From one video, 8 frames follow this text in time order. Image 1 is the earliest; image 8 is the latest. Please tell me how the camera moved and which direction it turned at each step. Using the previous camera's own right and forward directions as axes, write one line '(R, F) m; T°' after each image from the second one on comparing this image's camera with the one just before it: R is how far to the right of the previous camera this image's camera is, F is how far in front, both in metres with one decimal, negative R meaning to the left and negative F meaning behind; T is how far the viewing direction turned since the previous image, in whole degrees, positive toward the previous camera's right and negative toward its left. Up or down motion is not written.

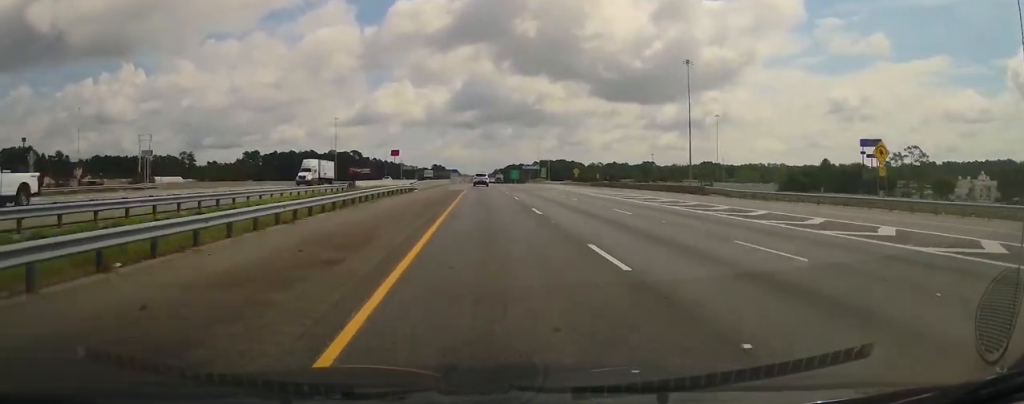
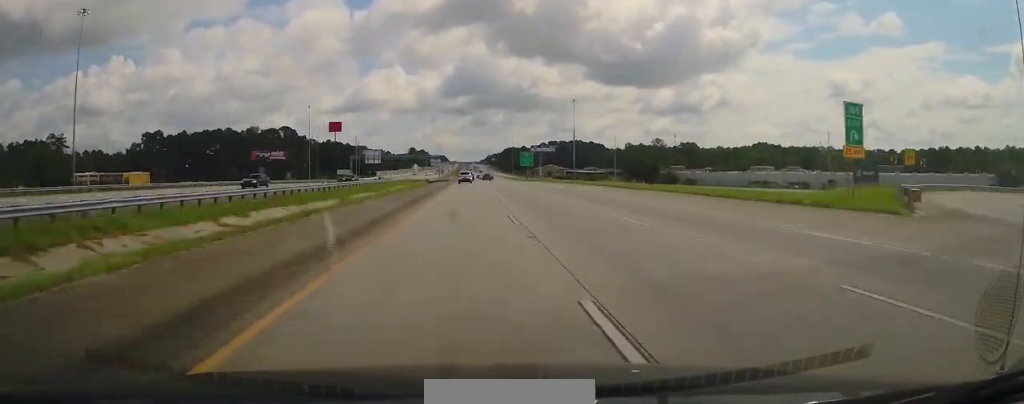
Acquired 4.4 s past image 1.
(-0.7, +158.1) m; 0°
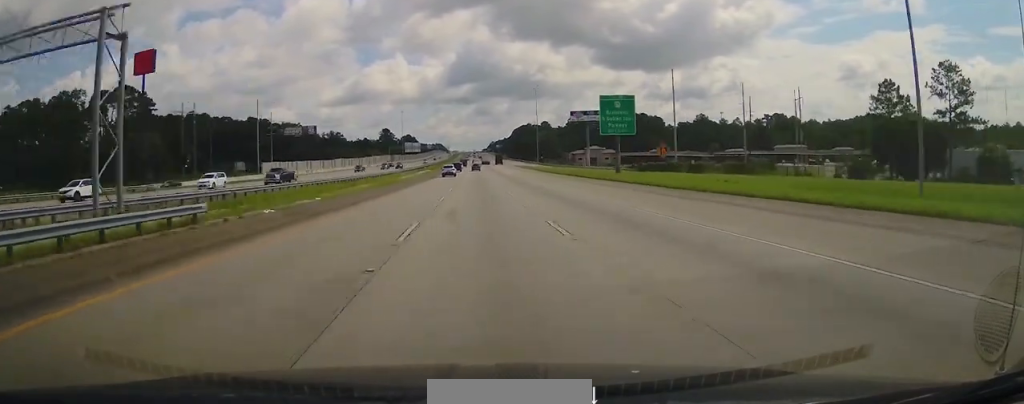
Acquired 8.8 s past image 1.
(+0.5, +158.7) m; 0°
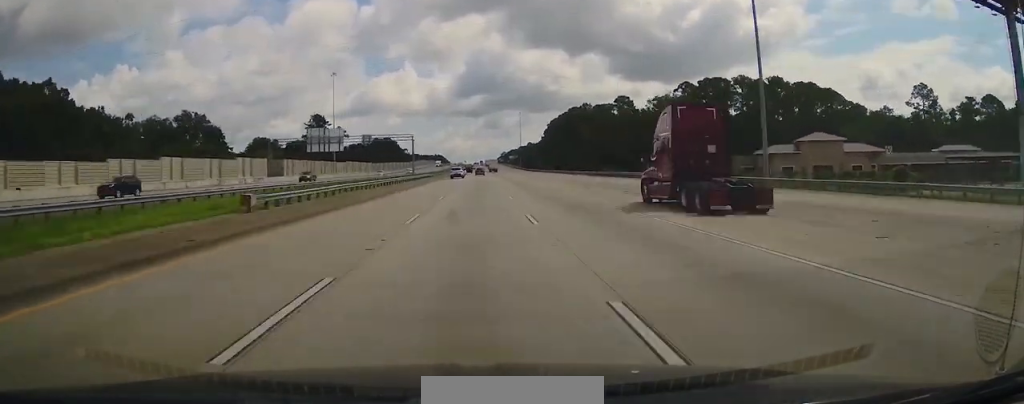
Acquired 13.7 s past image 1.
(0.0, +175.2) m; 0°
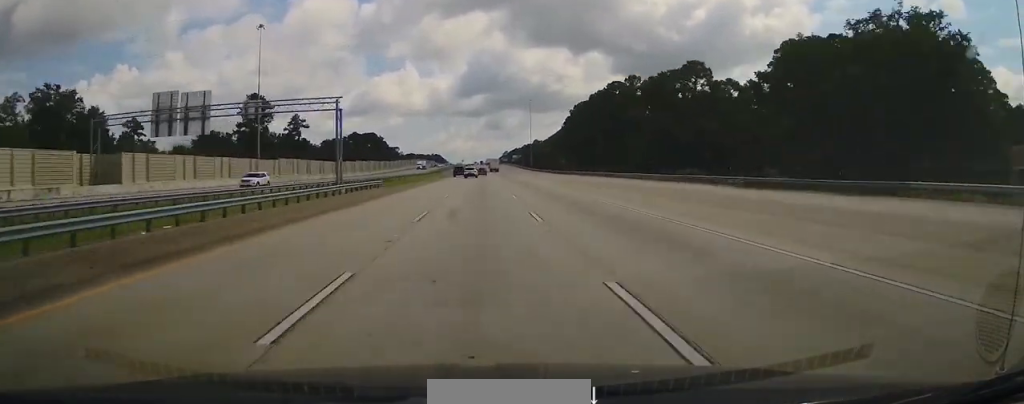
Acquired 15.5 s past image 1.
(+0.1, +60.8) m; 0°
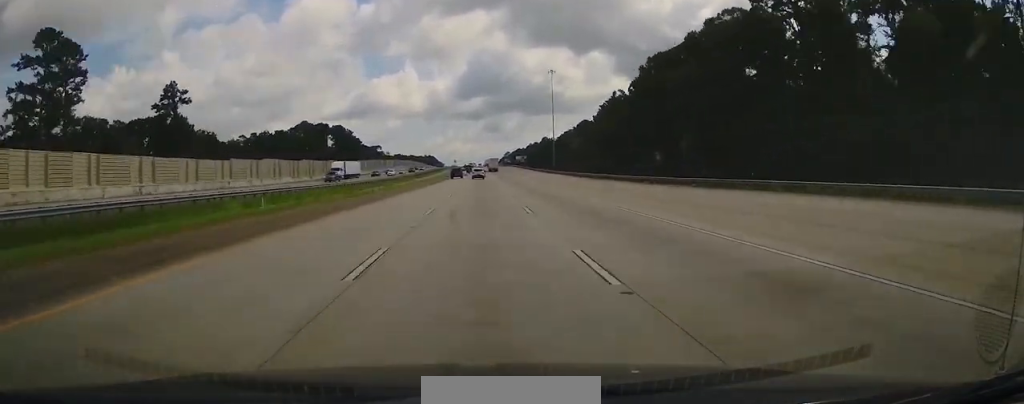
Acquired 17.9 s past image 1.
(-0.2, +83.5) m; 0°
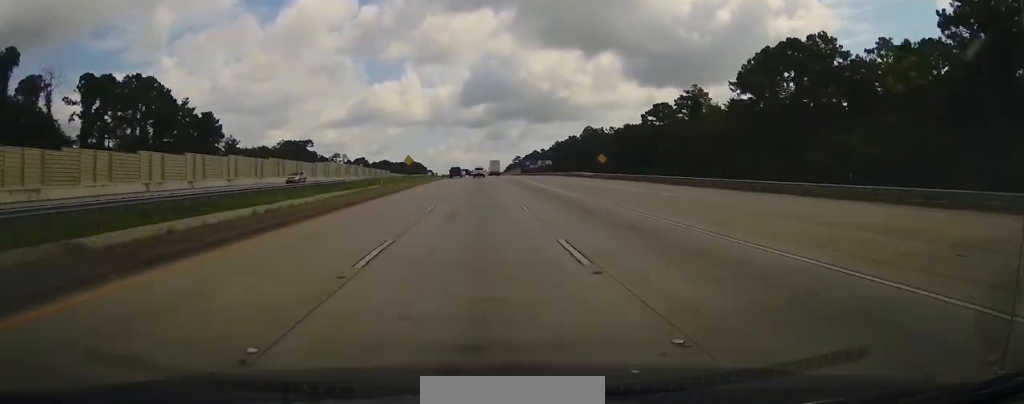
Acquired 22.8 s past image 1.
(-0.7, +170.9) m; 0°
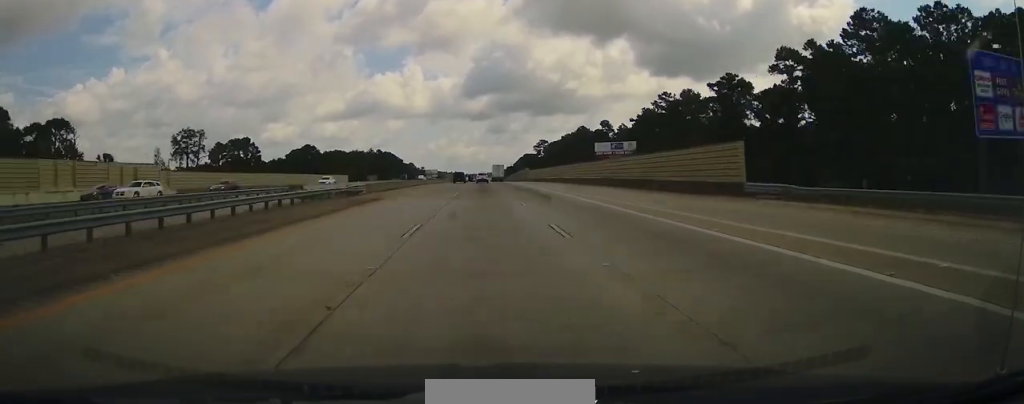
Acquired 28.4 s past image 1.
(-0.5, +193.3) m; 0°
